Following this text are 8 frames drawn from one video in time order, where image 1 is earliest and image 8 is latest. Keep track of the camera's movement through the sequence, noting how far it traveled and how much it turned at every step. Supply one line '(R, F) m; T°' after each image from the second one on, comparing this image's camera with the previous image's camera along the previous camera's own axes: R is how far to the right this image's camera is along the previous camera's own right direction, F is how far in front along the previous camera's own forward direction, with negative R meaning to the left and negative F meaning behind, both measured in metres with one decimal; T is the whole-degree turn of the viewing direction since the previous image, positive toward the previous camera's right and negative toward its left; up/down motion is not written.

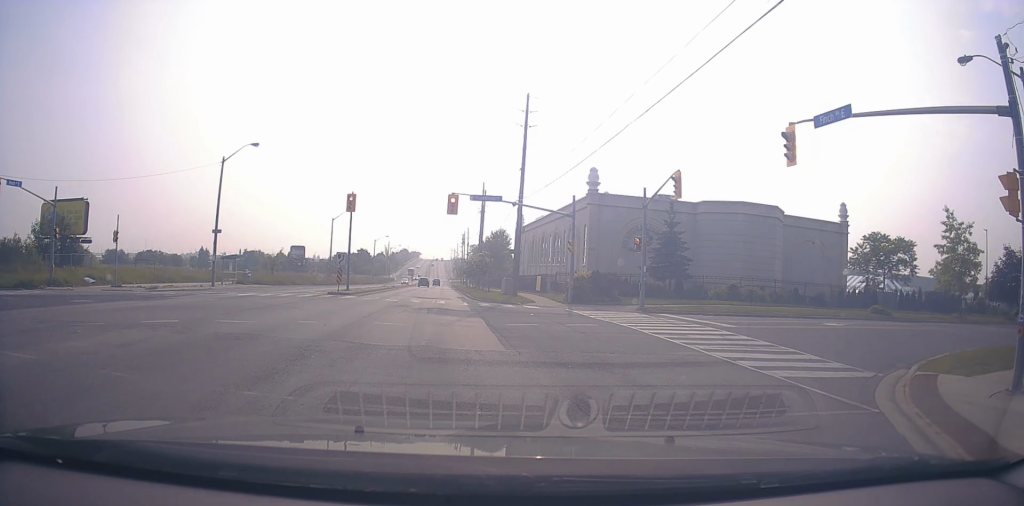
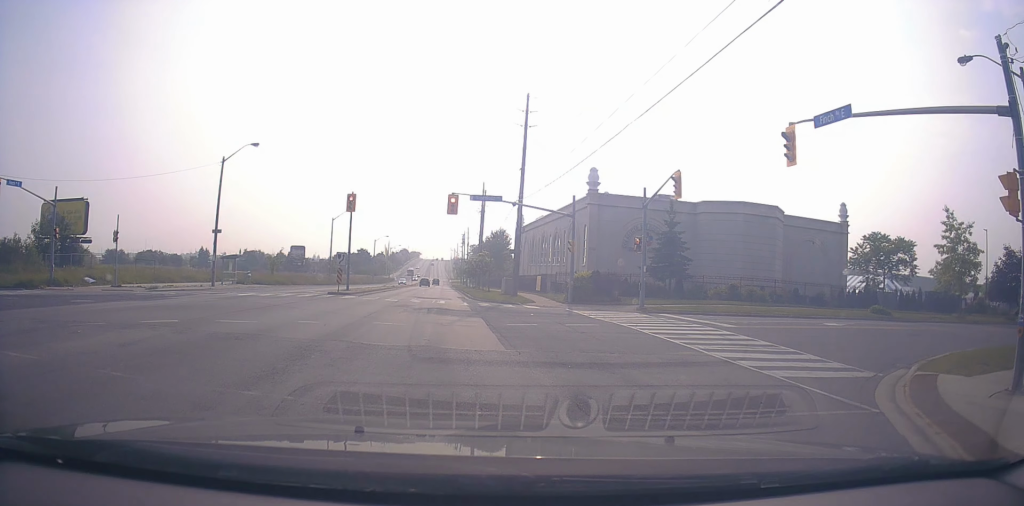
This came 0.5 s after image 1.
(0.0, 0.0) m; 0°
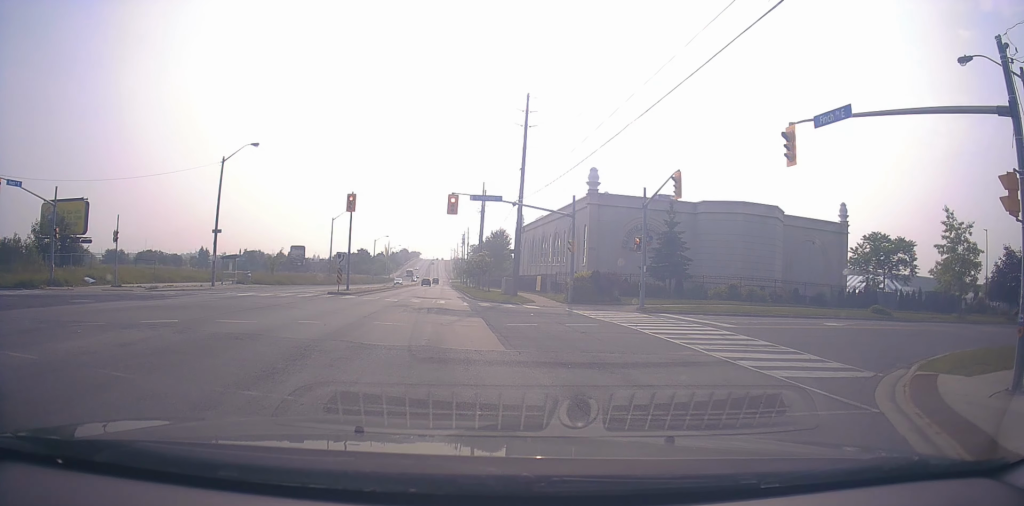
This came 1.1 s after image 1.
(0.0, 0.0) m; 0°
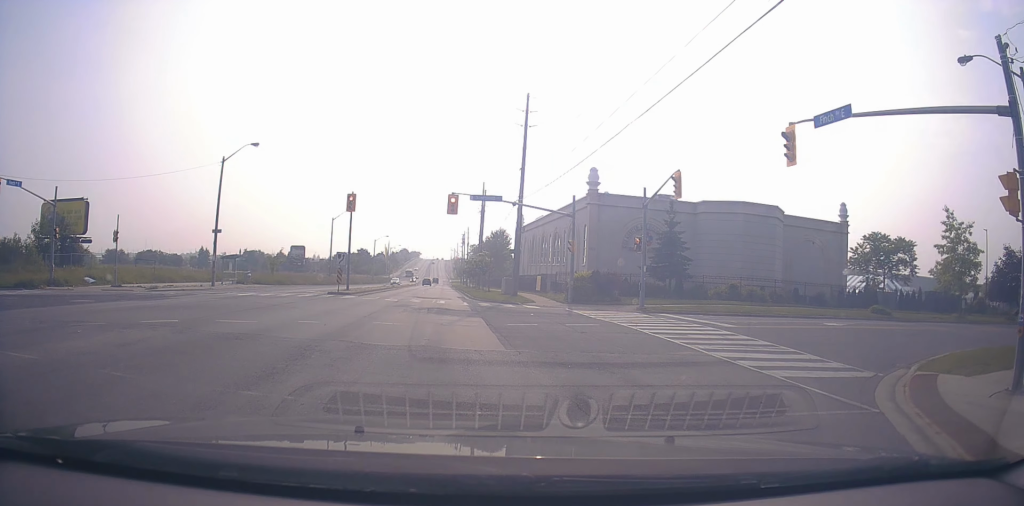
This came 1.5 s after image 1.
(0.0, 0.0) m; 0°
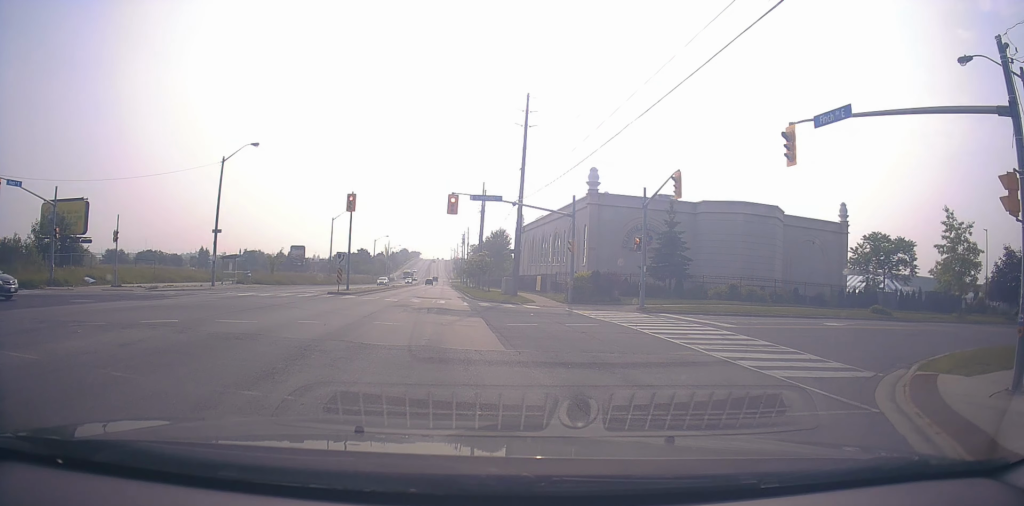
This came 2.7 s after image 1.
(0.0, 0.0) m; 0°
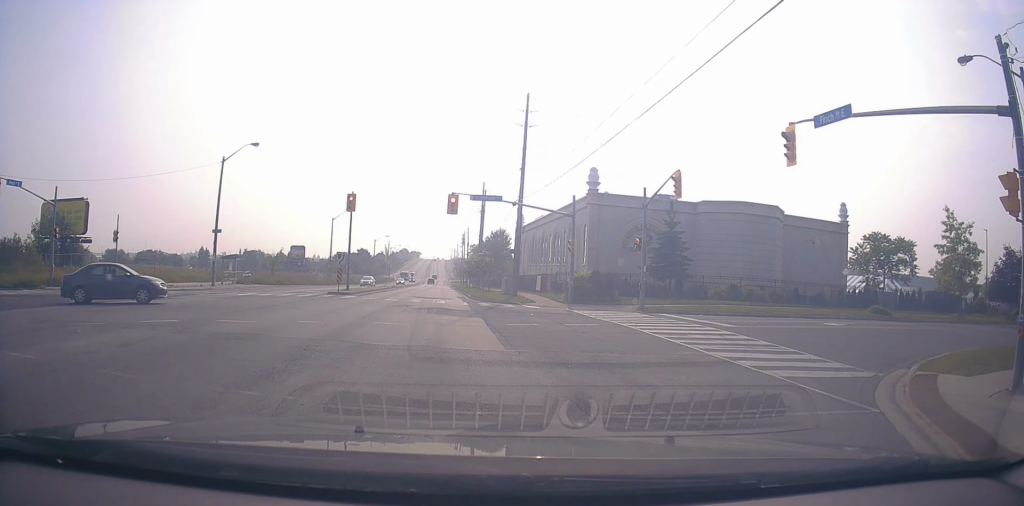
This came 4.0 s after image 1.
(0.0, 0.0) m; 0°
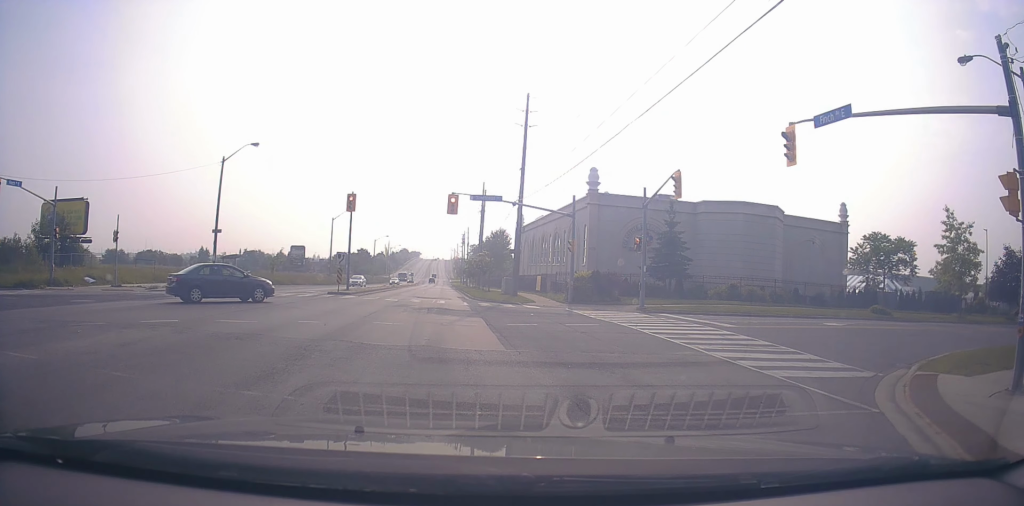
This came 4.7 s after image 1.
(0.0, 0.0) m; 0°
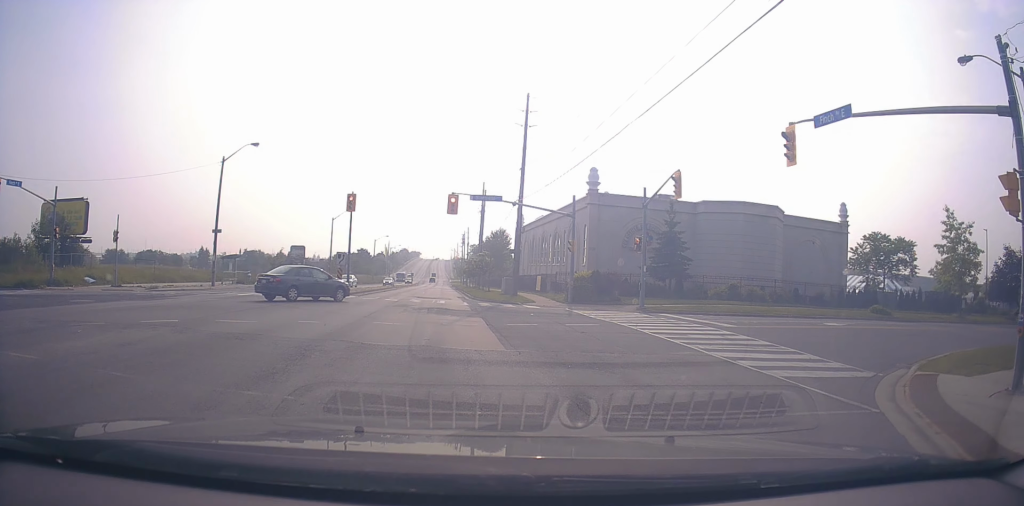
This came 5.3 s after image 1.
(0.0, 0.0) m; 0°
